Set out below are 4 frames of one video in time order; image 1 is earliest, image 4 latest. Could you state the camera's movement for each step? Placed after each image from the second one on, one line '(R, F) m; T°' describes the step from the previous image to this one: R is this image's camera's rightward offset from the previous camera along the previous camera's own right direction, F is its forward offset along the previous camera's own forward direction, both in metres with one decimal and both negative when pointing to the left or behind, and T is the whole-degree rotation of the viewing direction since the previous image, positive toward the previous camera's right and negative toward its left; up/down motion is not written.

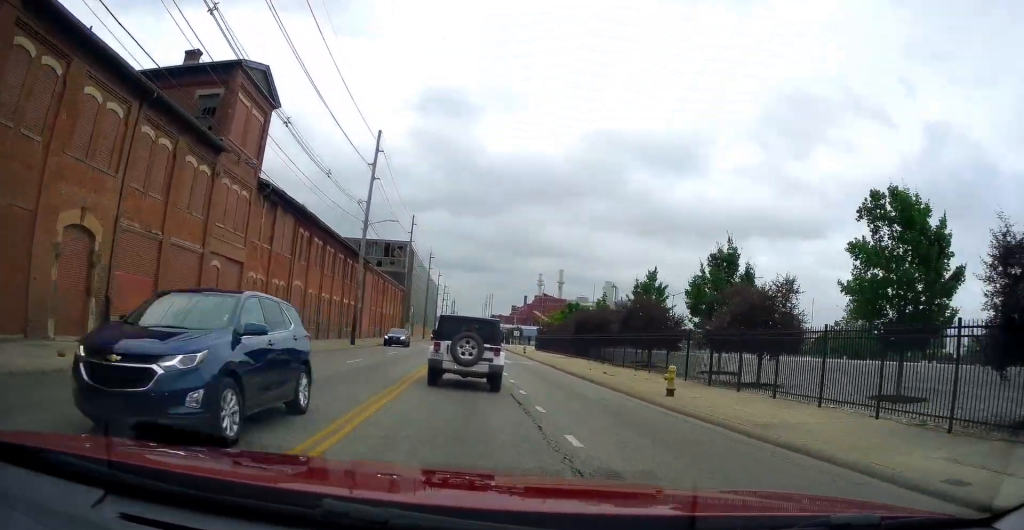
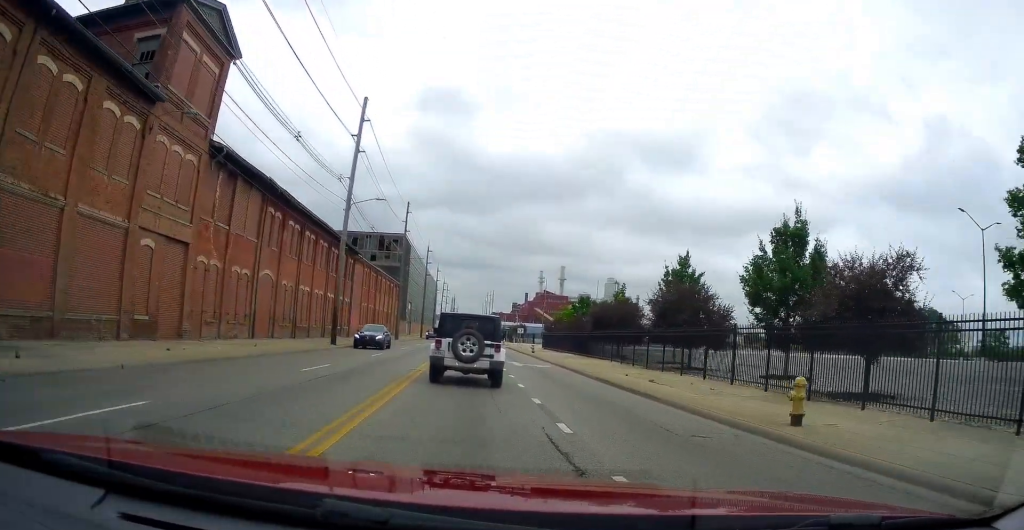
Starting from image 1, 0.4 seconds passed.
(+0.1, +6.5) m; 0°
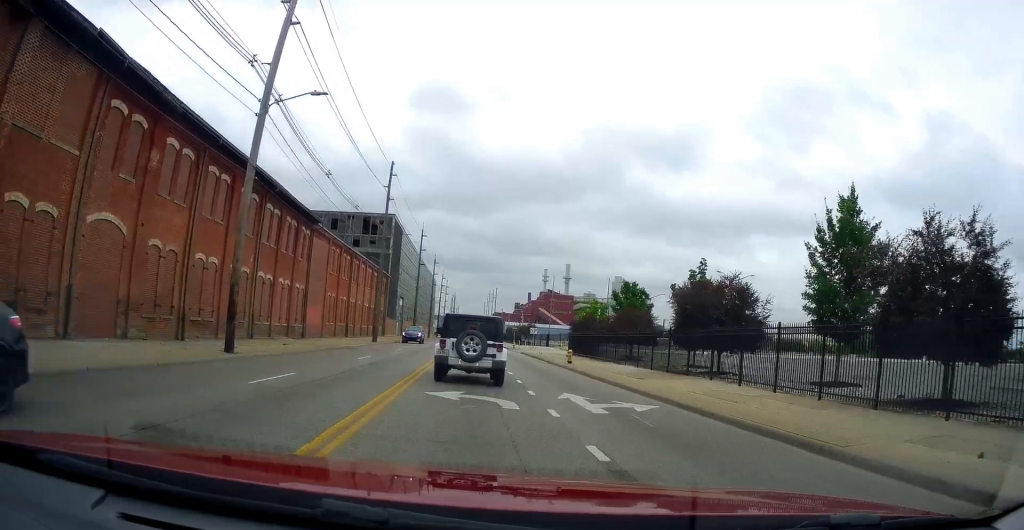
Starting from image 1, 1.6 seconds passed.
(-0.5, +17.0) m; -1°
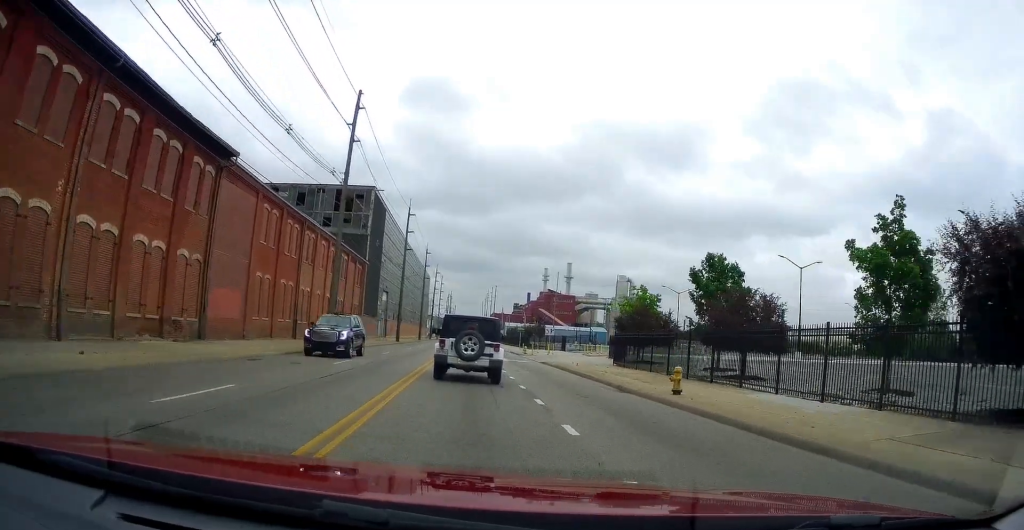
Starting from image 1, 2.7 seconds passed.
(+0.2, +16.2) m; +2°
